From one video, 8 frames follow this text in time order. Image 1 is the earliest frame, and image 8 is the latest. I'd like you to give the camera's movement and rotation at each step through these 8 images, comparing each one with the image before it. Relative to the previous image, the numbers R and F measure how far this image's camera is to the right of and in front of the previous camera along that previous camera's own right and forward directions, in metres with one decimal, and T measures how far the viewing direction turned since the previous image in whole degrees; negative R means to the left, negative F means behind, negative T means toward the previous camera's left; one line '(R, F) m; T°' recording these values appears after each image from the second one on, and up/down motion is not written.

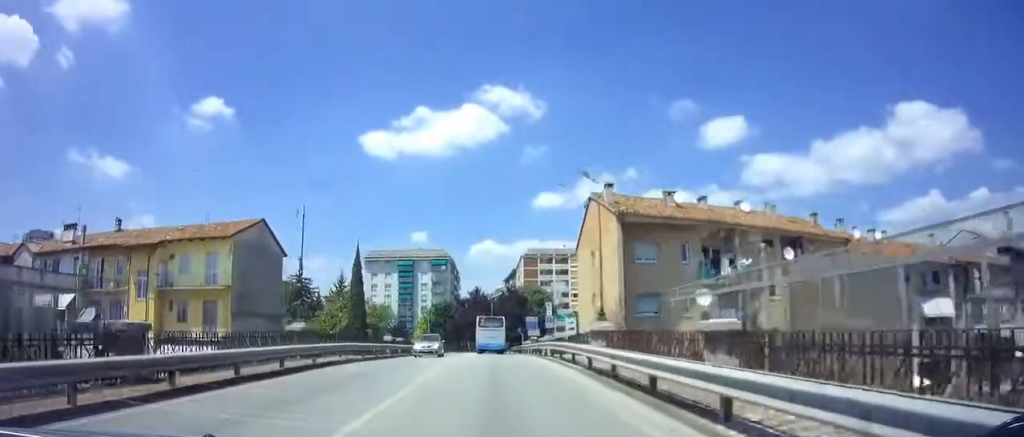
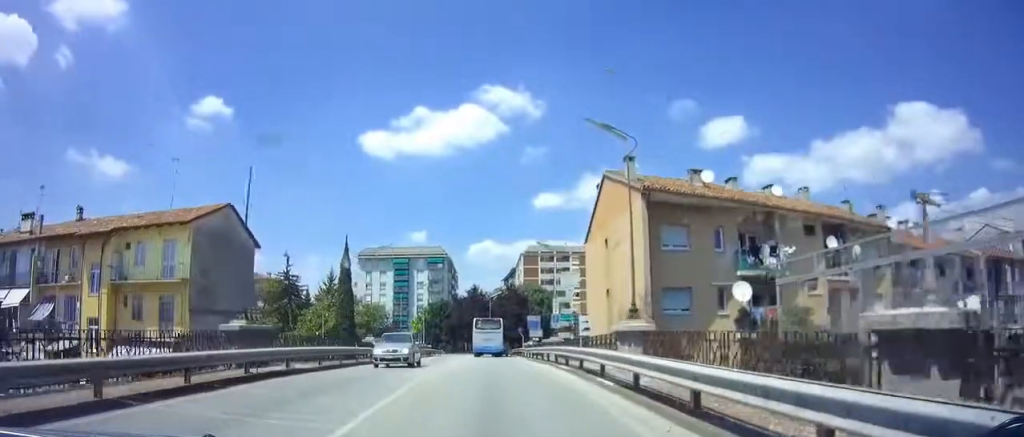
(+0.1, +5.3) m; 0°
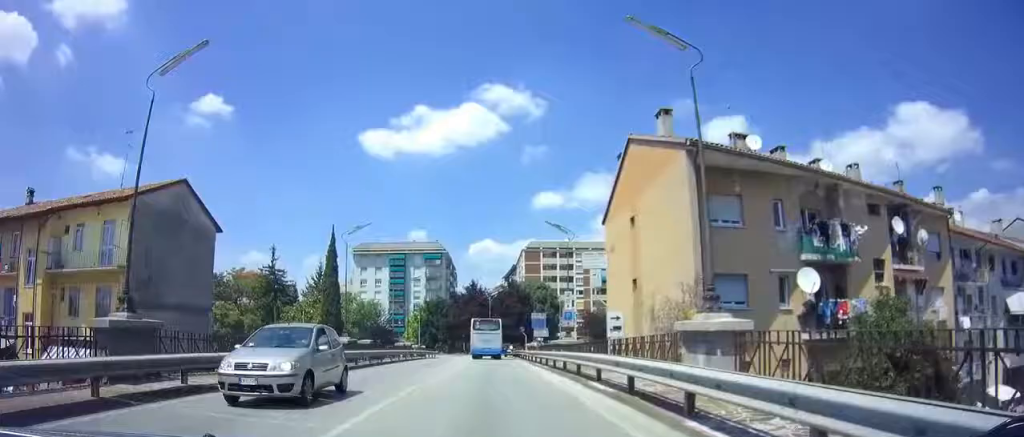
(-0.1, +6.5) m; 0°
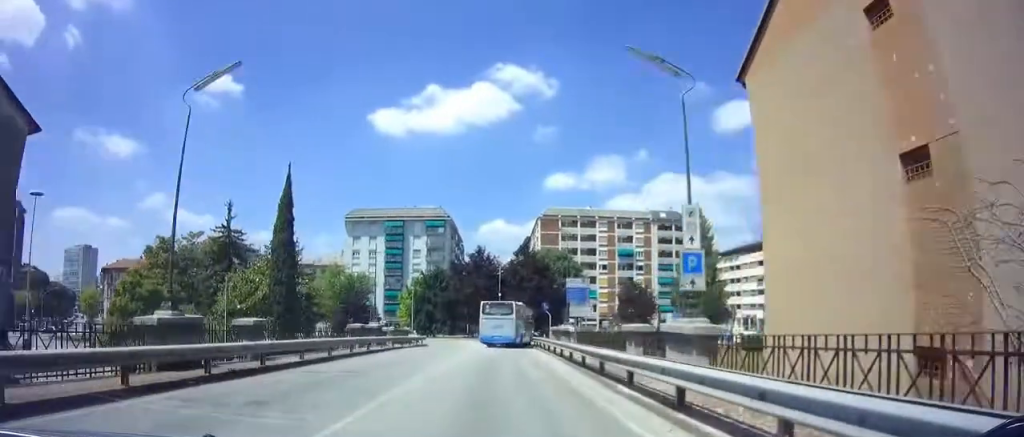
(-0.3, +16.9) m; -1°
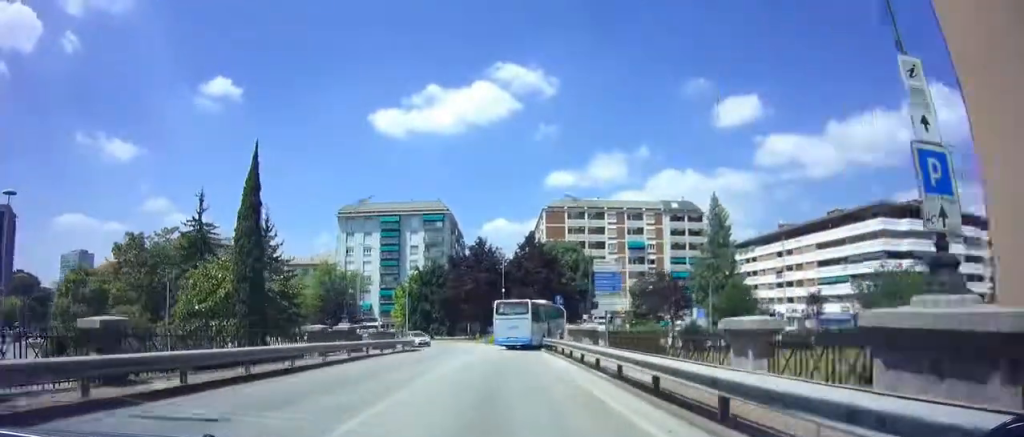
(0.0, +7.6) m; 0°
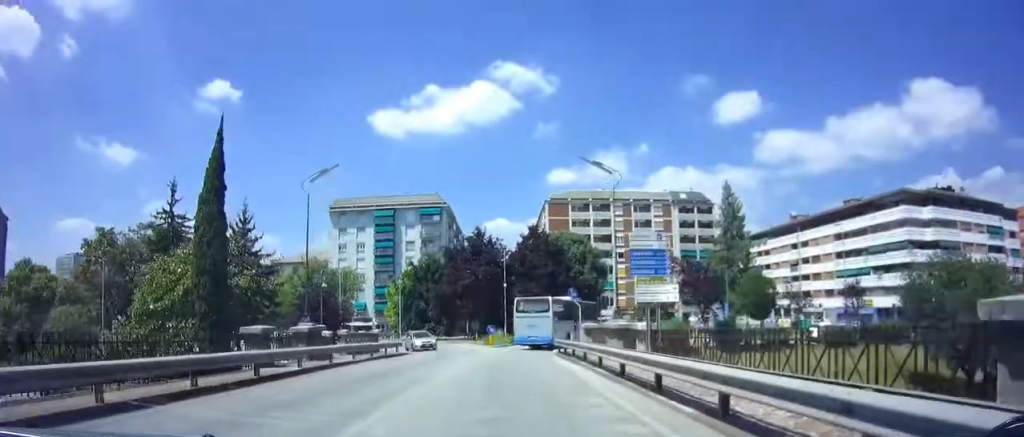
(-0.1, +5.9) m; 0°
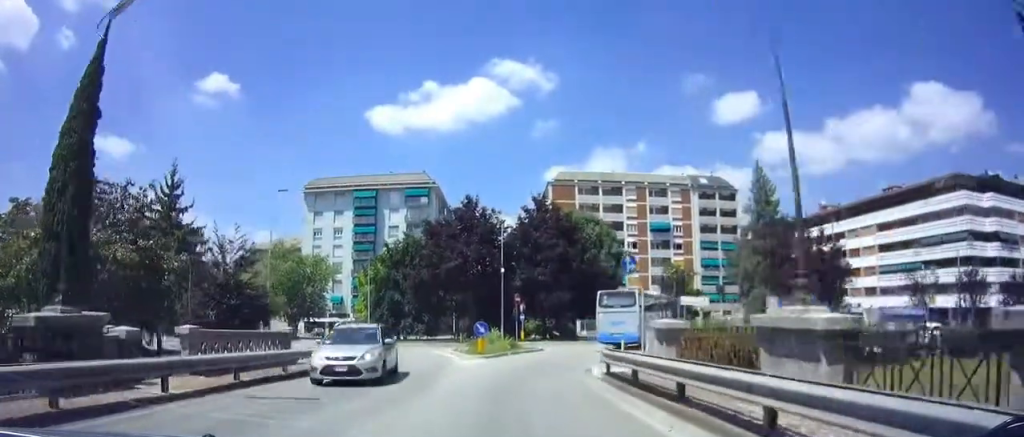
(+0.1, +13.5) m; +2°
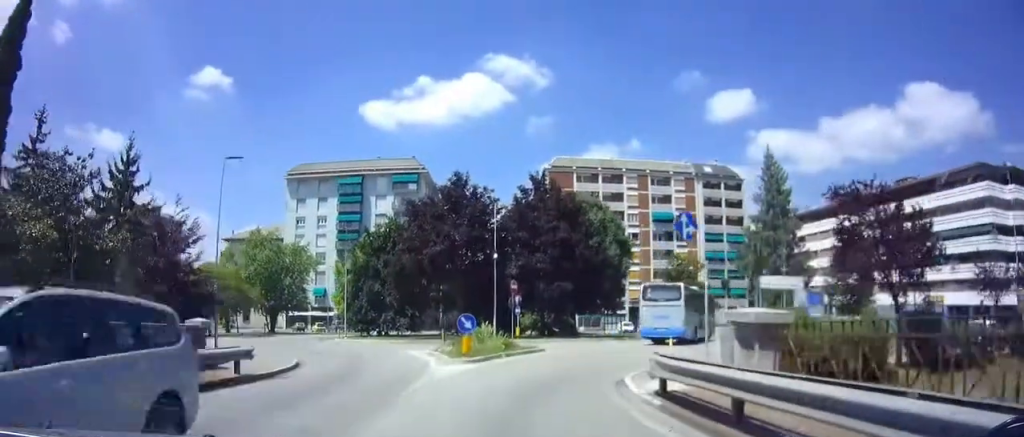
(-0.3, +5.6) m; +6°
